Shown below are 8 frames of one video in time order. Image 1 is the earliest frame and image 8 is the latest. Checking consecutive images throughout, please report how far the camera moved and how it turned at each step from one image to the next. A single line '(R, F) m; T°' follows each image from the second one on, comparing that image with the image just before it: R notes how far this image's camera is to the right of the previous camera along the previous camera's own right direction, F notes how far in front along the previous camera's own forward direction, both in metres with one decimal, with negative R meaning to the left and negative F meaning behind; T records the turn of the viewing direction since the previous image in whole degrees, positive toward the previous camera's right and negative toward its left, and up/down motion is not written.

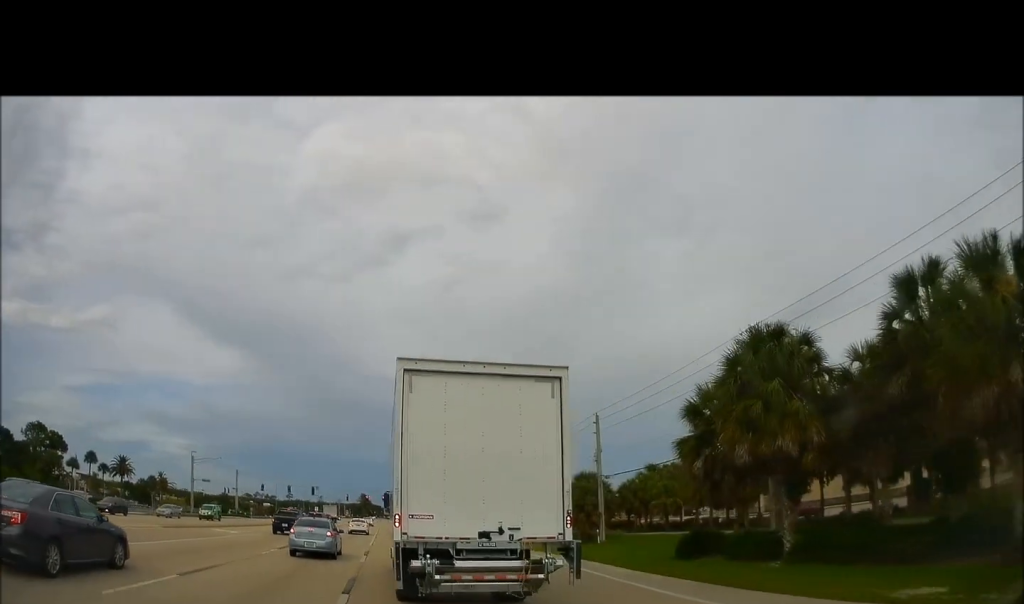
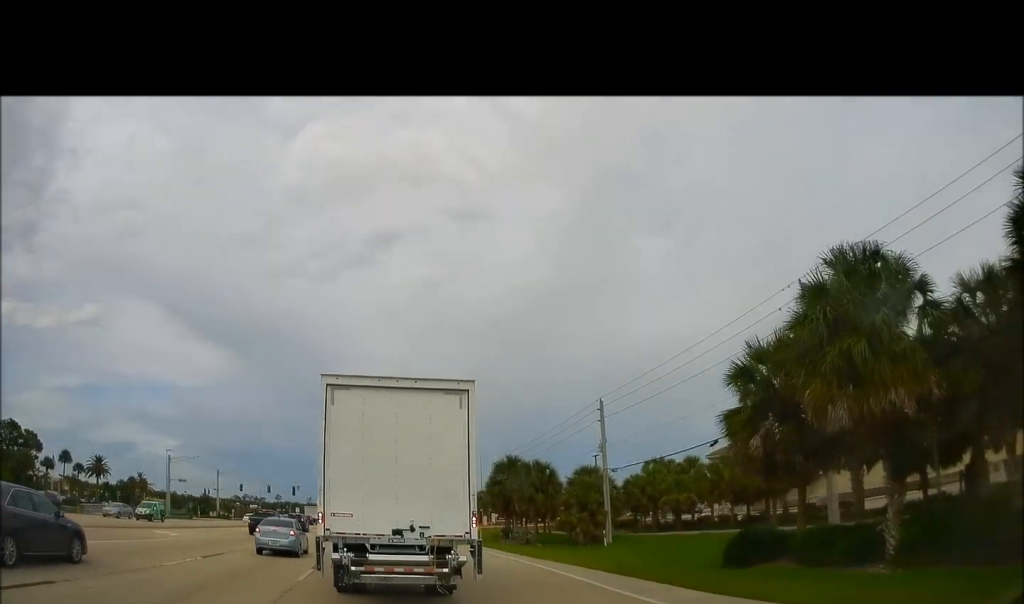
(+0.2, +6.2) m; +2°
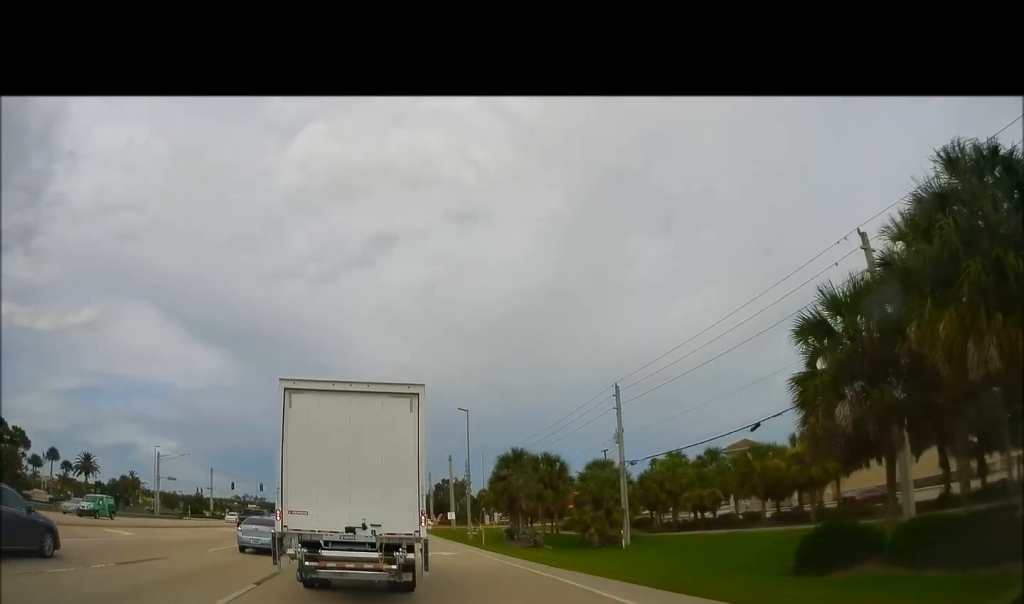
(+0.1, +4.7) m; +1°
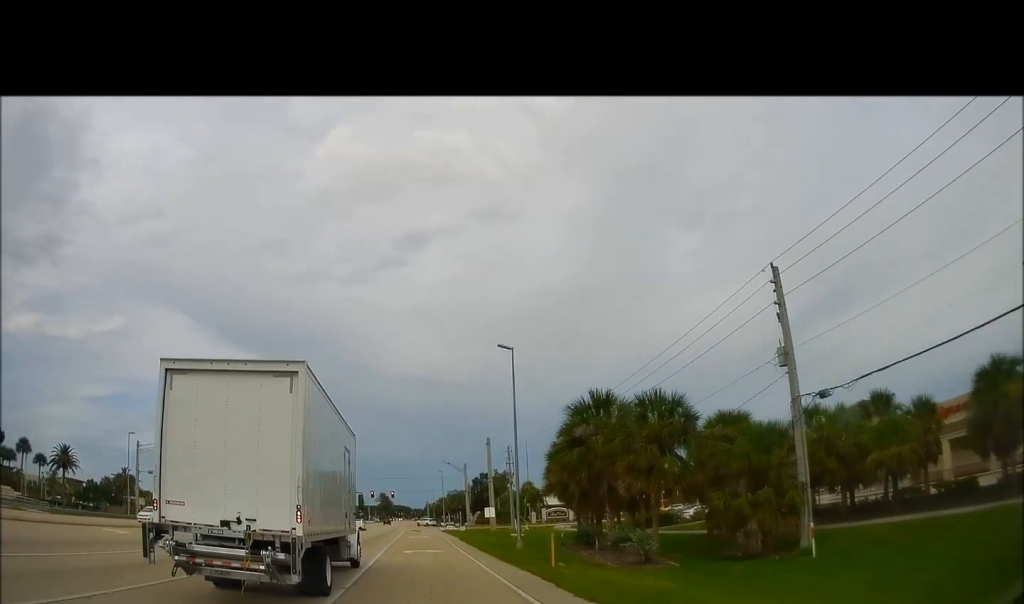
(-0.1, +18.6) m; -3°
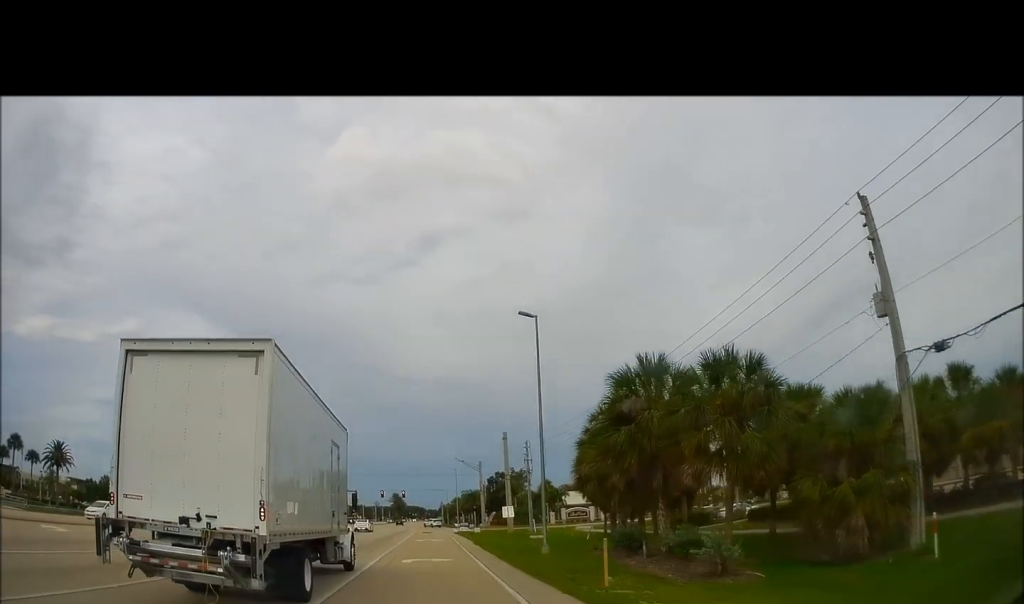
(-0.2, +5.7) m; -1°
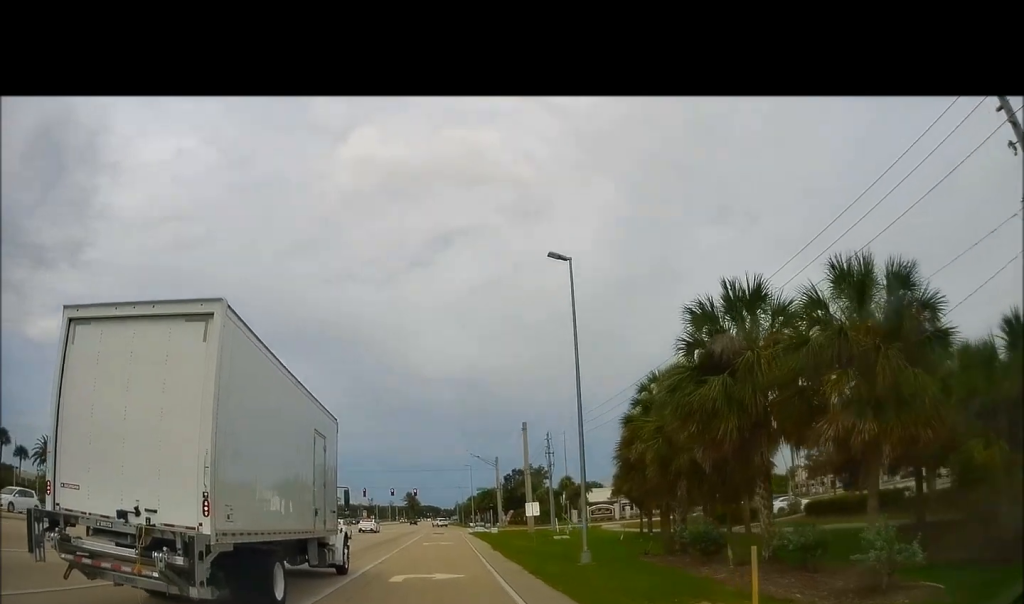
(-0.1, +6.7) m; -1°
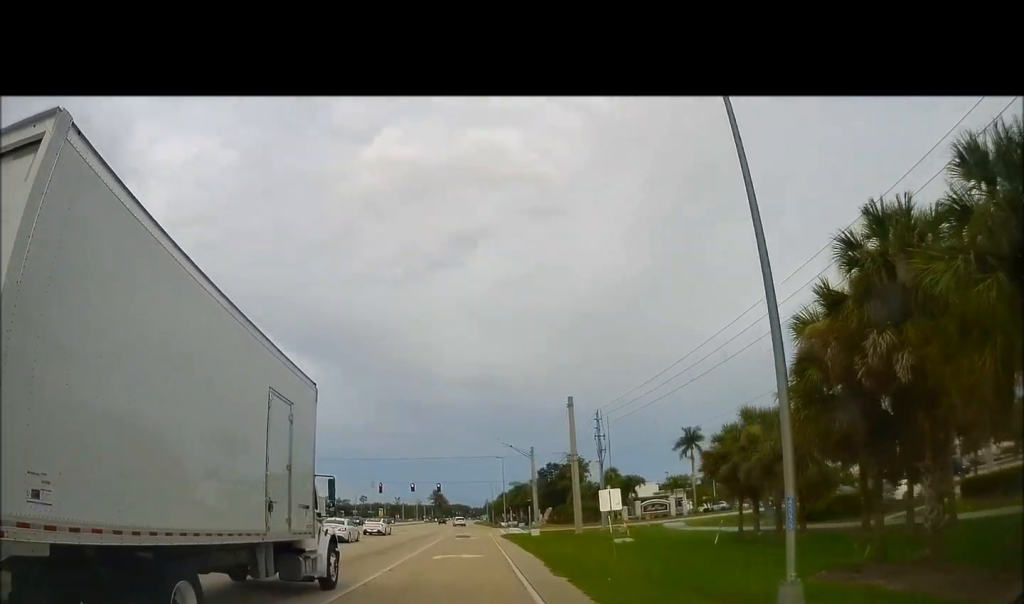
(-0.1, +13.6) m; -3°
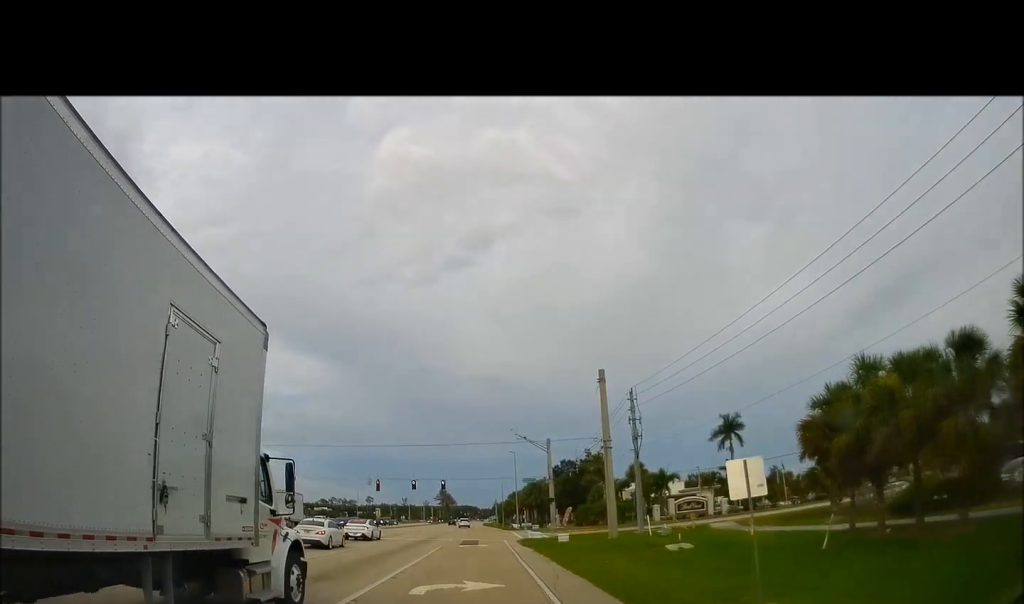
(-0.4, +10.9) m; -2°
